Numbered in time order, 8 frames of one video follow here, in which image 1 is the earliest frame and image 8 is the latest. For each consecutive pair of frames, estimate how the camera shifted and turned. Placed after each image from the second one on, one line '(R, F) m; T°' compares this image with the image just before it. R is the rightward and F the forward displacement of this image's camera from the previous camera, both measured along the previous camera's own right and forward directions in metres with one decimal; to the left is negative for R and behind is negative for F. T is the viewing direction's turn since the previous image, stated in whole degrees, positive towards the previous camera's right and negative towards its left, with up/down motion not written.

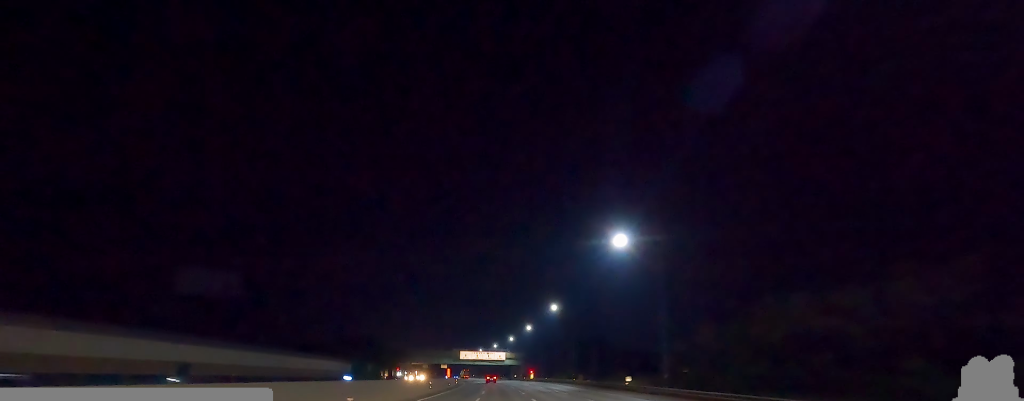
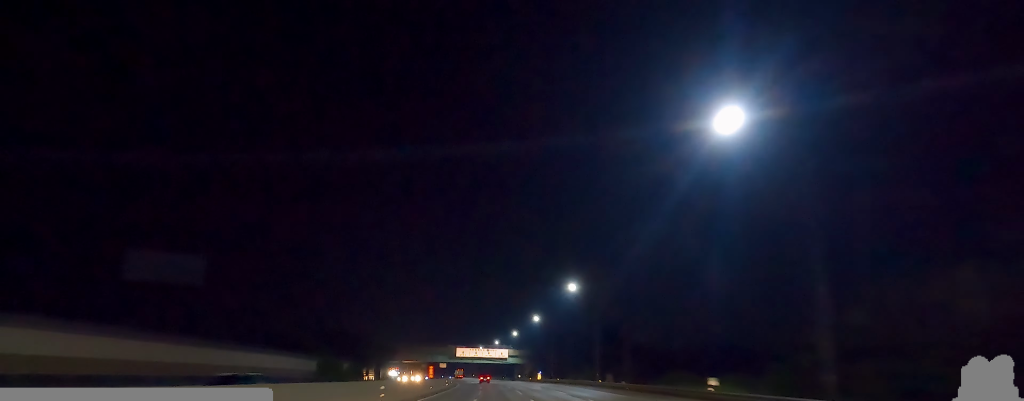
(+0.3, +20.8) m; 0°
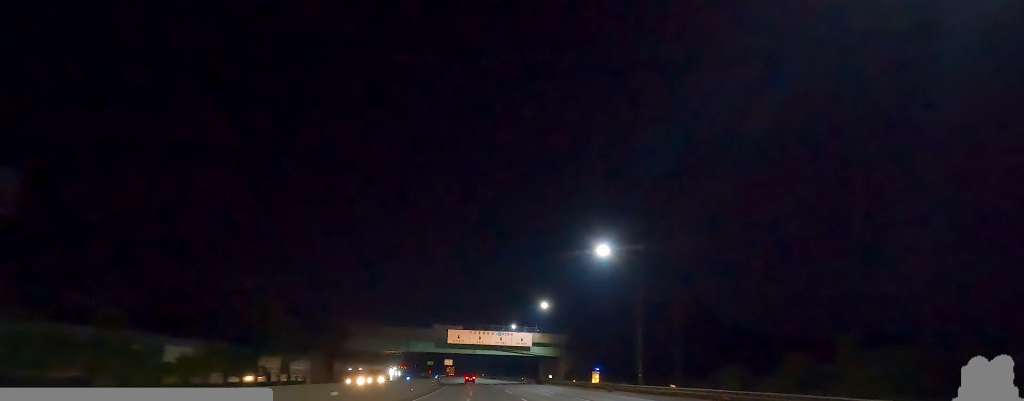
(-1.4, +57.7) m; -3°
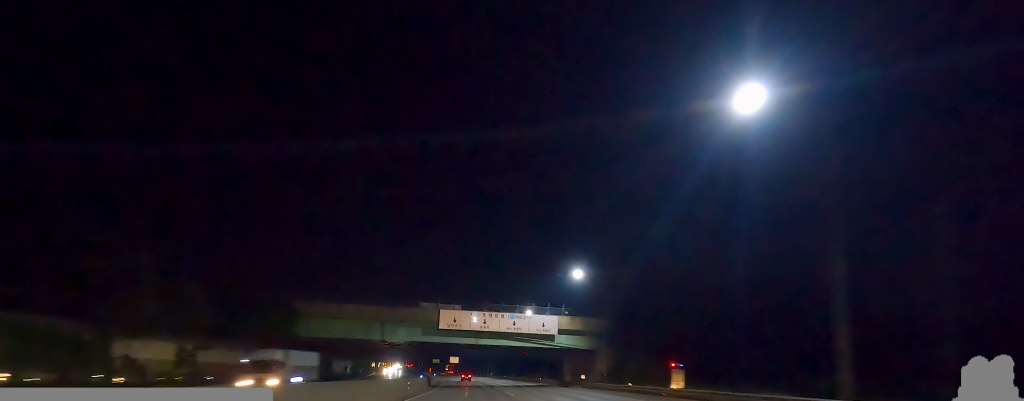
(0.0, +26.1) m; -2°
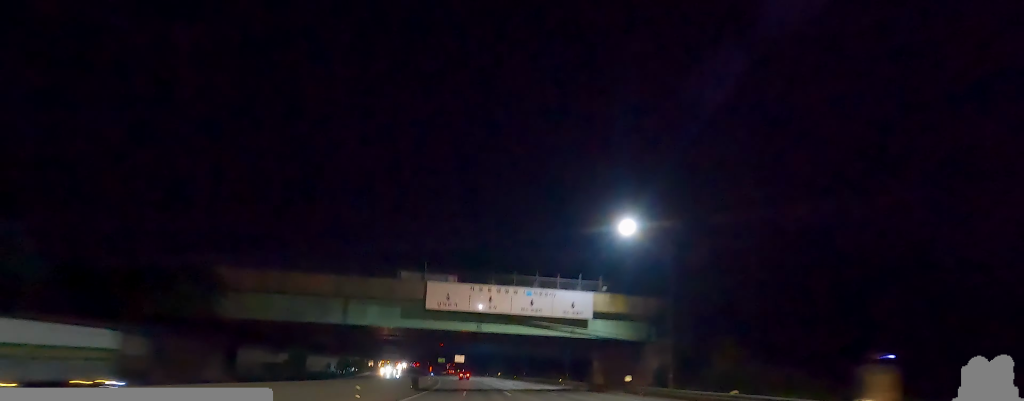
(-0.4, +19.0) m; -1°
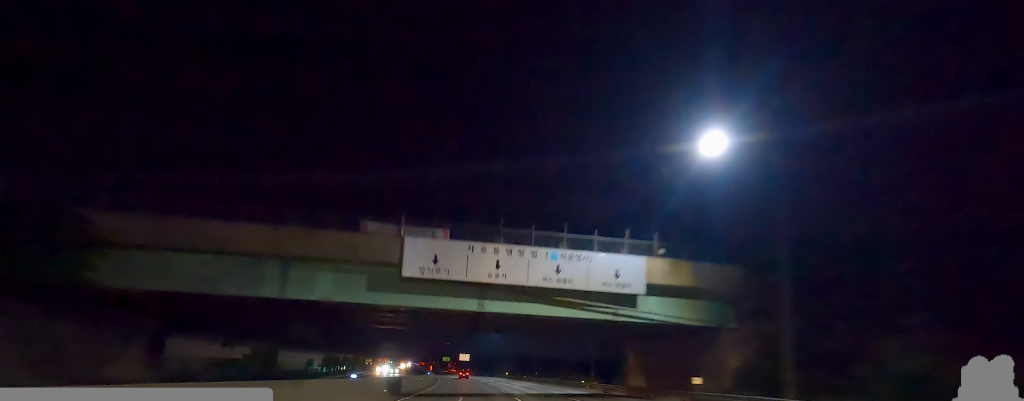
(-0.8, +14.7) m; 0°
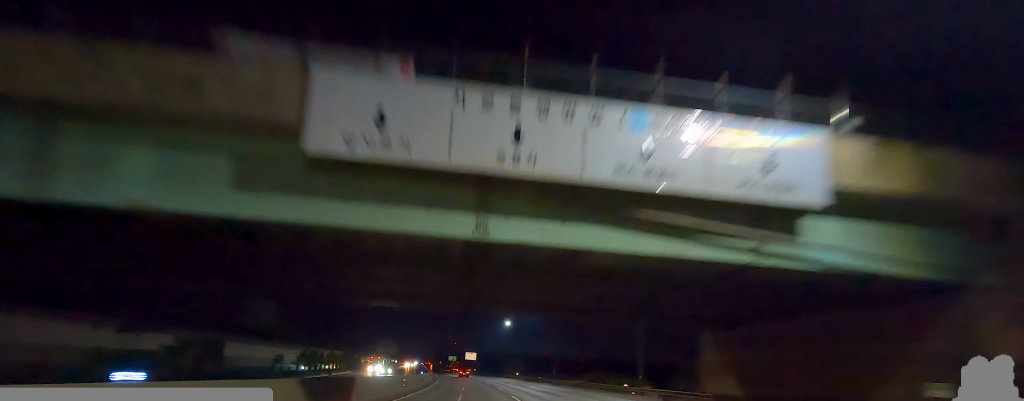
(+0.8, +17.4) m; 0°
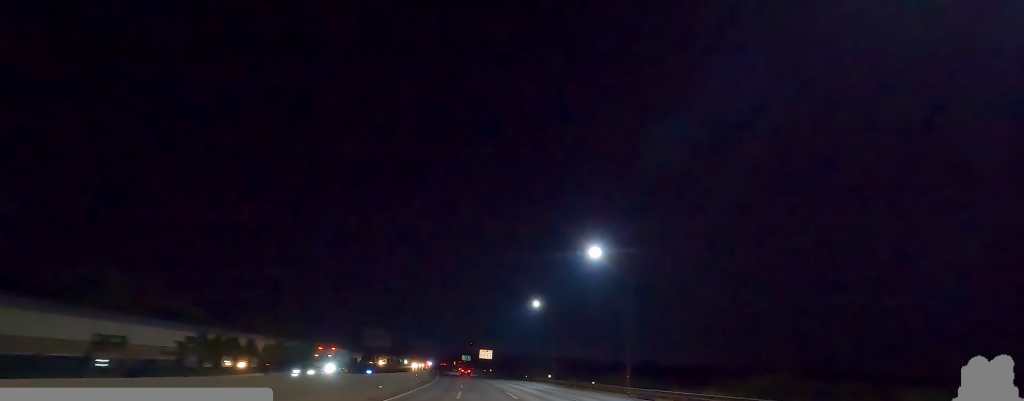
(-1.0, +37.1) m; -3°
